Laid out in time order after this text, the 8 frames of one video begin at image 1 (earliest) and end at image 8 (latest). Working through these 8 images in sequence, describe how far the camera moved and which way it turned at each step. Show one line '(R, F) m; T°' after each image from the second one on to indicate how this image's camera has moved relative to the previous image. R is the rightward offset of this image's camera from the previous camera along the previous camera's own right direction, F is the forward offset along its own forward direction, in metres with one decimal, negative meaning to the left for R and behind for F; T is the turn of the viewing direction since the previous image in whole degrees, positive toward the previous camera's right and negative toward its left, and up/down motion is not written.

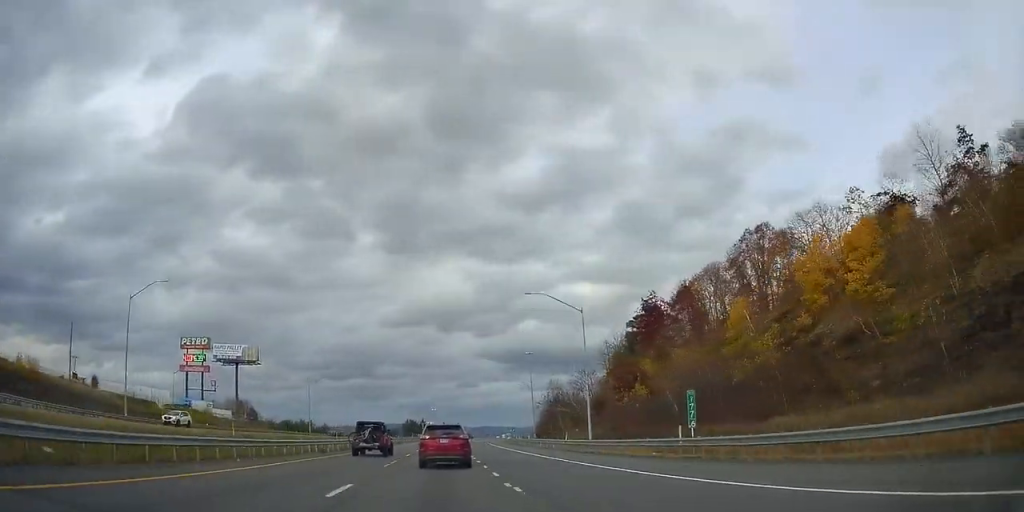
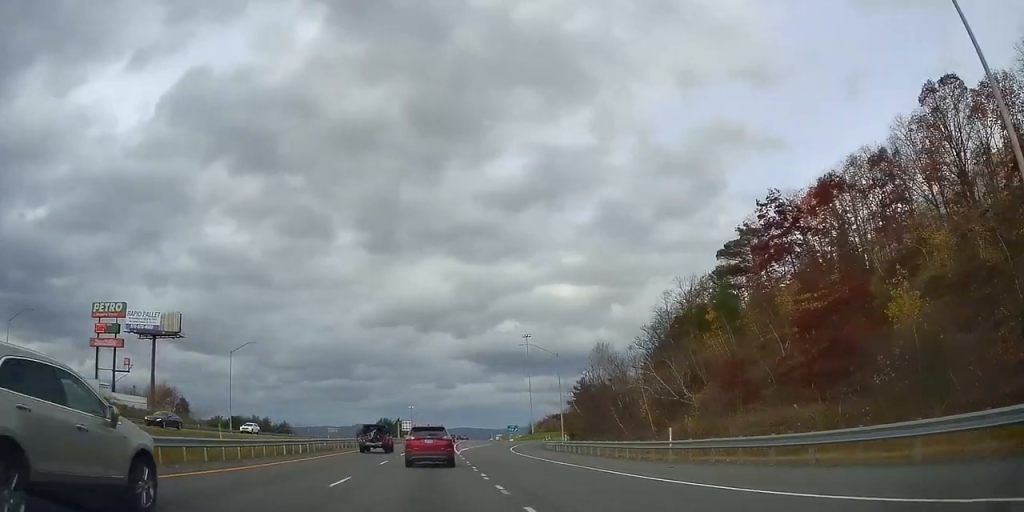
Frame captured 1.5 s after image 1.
(+1.2, +46.1) m; +2°
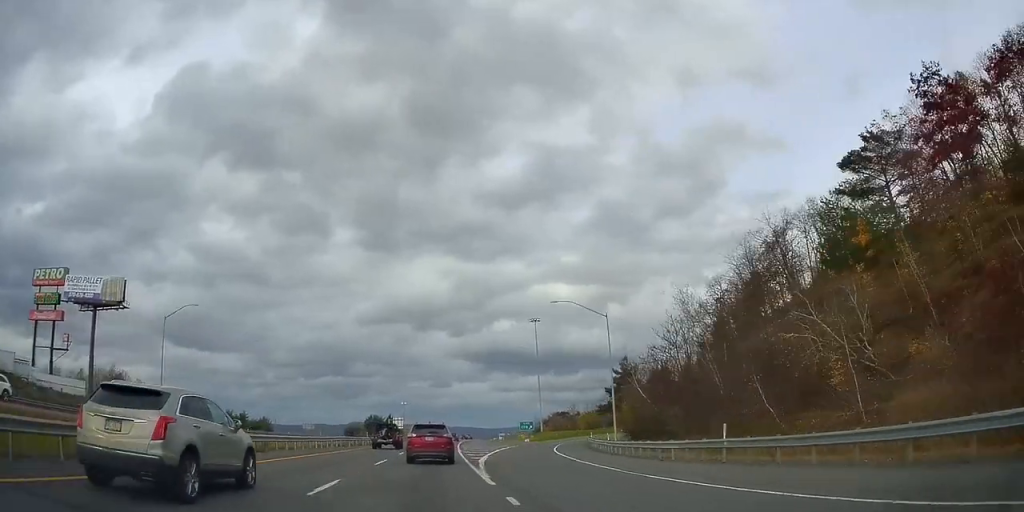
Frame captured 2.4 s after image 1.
(0.0, +26.2) m; +1°
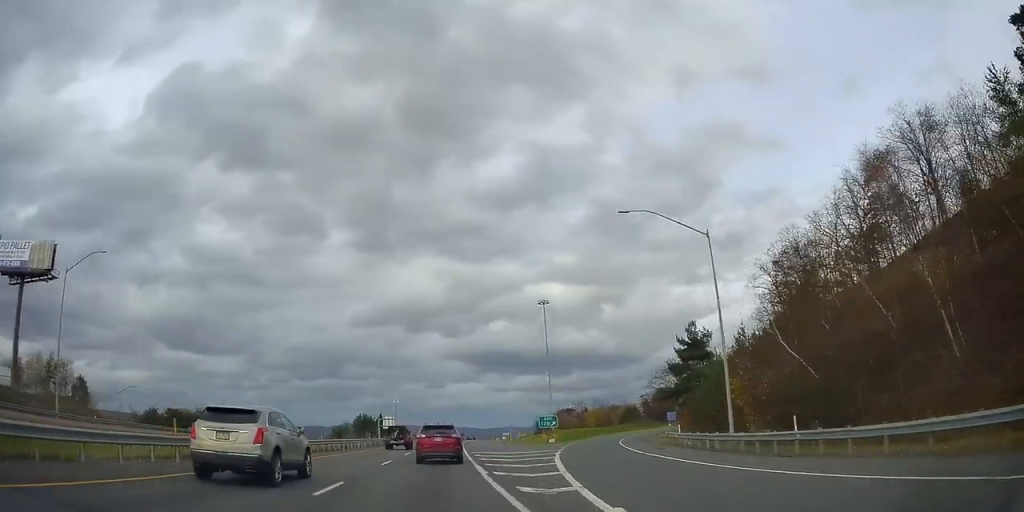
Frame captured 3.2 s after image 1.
(+0.3, +23.8) m; +1°
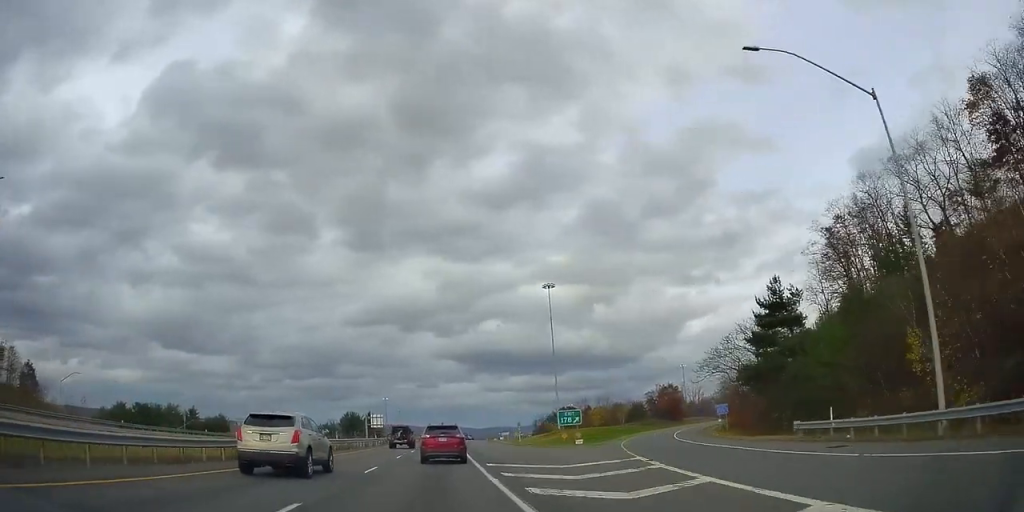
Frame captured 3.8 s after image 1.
(+0.2, +16.8) m; +1°
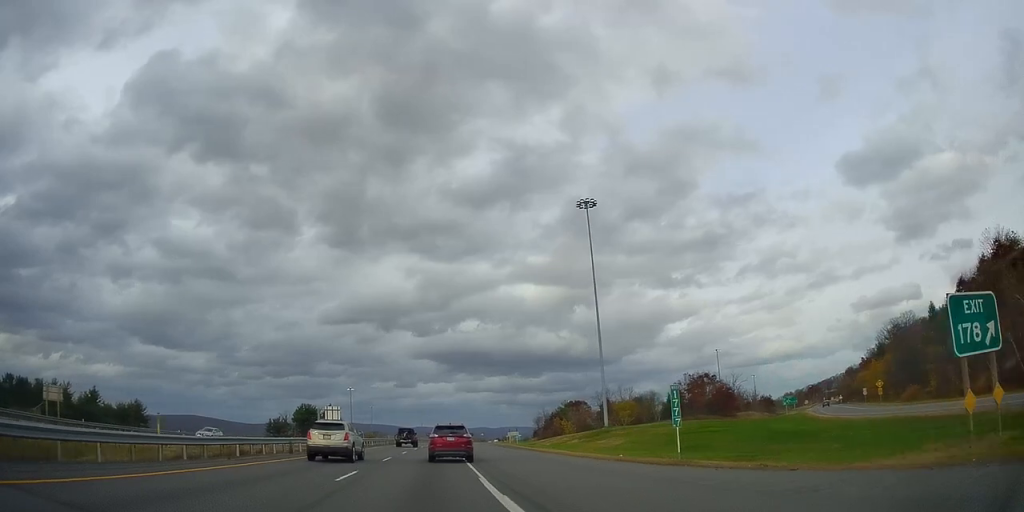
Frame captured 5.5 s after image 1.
(+0.6, +51.3) m; +2°
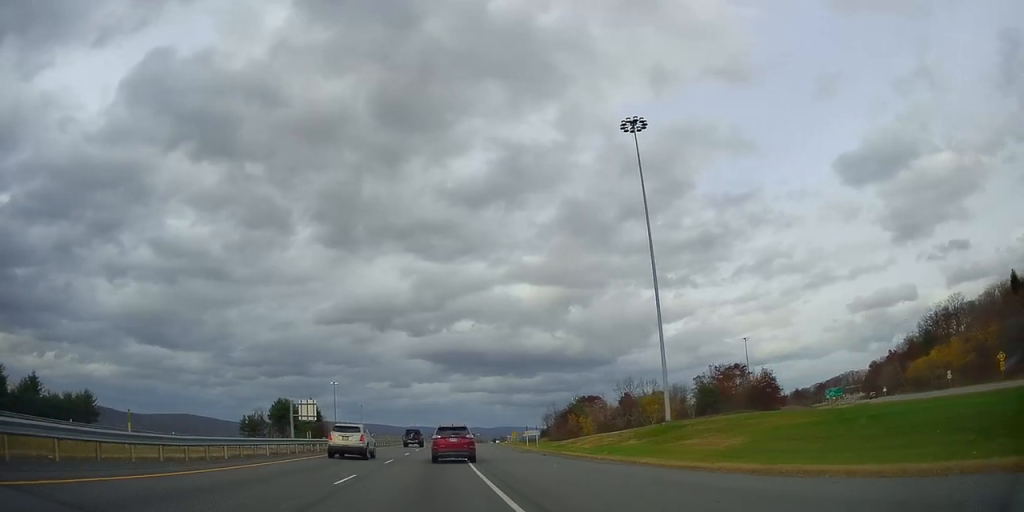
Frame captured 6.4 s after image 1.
(+0.3, +24.4) m; +1°
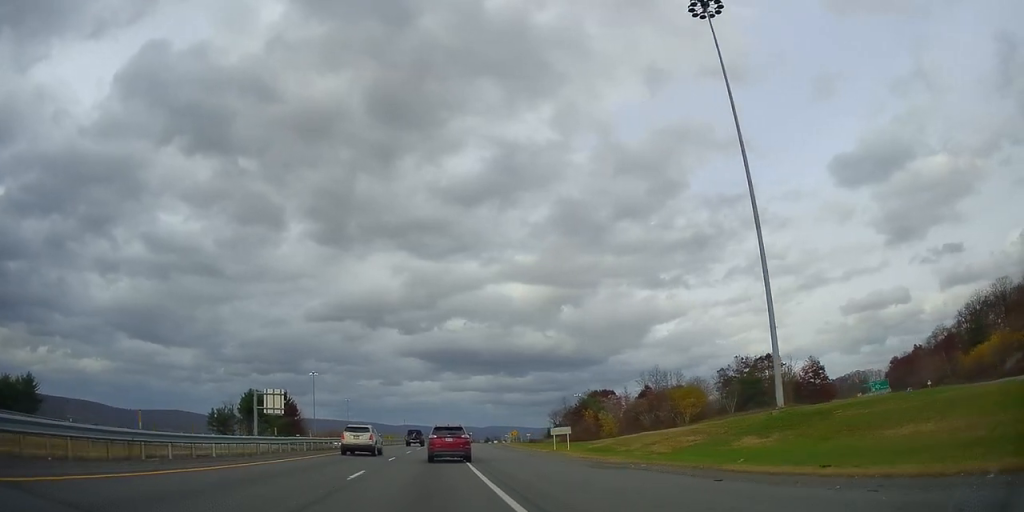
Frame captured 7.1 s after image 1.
(0.0, +22.1) m; +1°
